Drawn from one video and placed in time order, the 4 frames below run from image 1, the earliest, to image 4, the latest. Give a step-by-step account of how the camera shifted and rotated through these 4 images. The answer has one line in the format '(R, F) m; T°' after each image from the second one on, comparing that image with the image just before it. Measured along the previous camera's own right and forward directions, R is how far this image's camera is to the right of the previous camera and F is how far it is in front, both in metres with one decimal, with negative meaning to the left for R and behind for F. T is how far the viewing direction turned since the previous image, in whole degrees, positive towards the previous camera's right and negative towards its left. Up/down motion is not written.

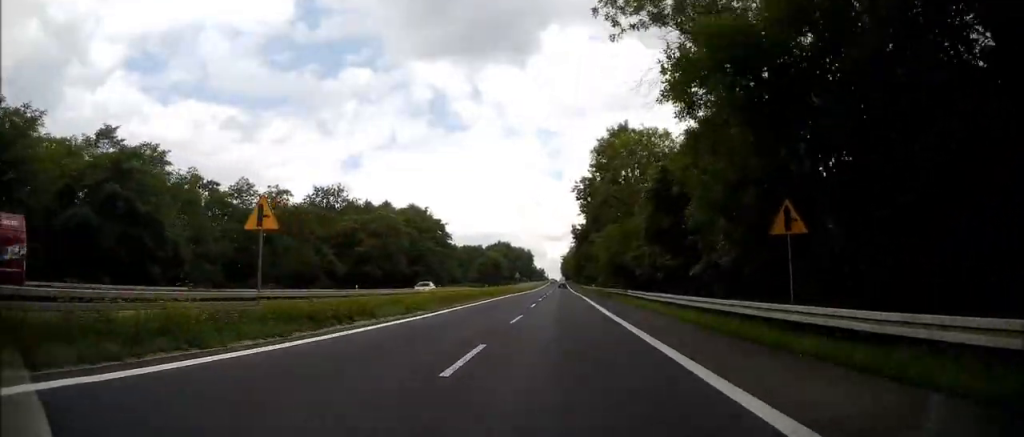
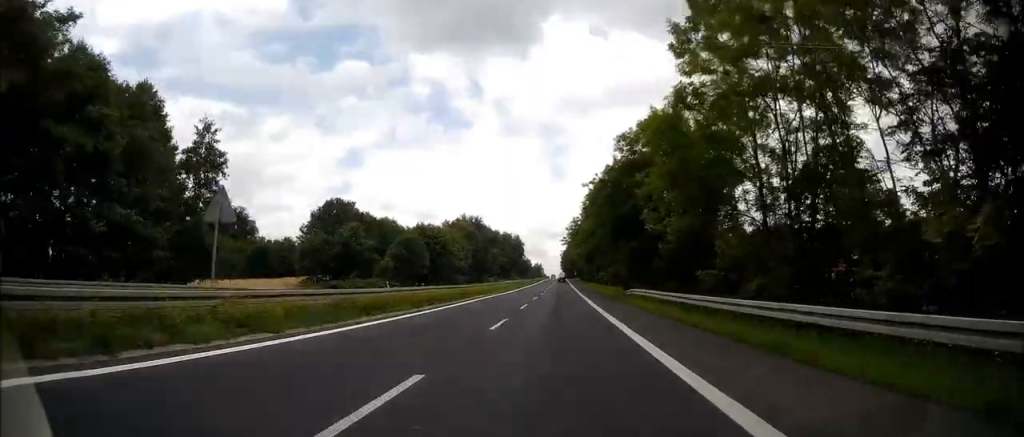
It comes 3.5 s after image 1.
(-0.8, +88.8) m; 0°
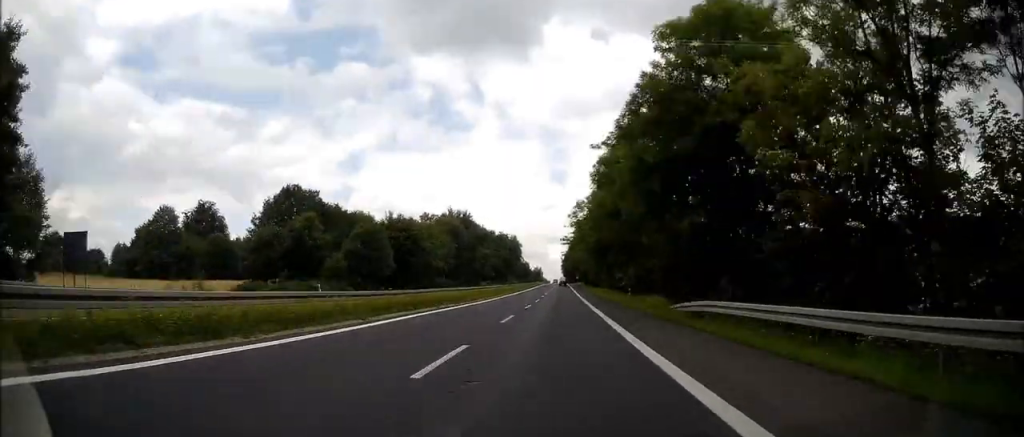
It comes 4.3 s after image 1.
(+0.1, +20.1) m; 0°
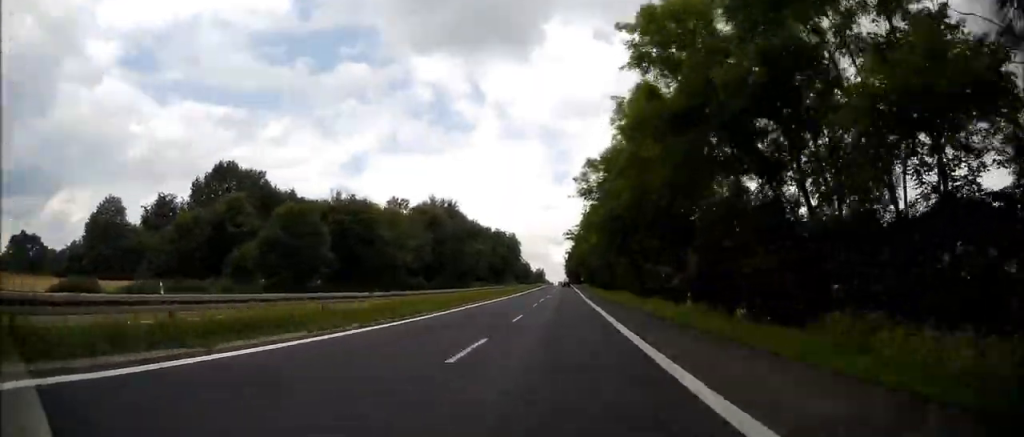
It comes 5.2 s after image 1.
(-0.1, +21.8) m; -1°
